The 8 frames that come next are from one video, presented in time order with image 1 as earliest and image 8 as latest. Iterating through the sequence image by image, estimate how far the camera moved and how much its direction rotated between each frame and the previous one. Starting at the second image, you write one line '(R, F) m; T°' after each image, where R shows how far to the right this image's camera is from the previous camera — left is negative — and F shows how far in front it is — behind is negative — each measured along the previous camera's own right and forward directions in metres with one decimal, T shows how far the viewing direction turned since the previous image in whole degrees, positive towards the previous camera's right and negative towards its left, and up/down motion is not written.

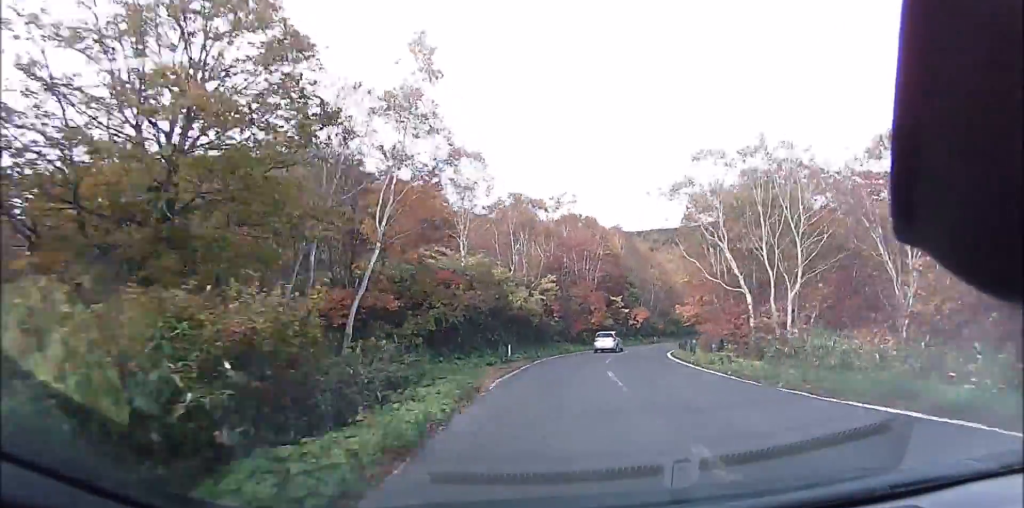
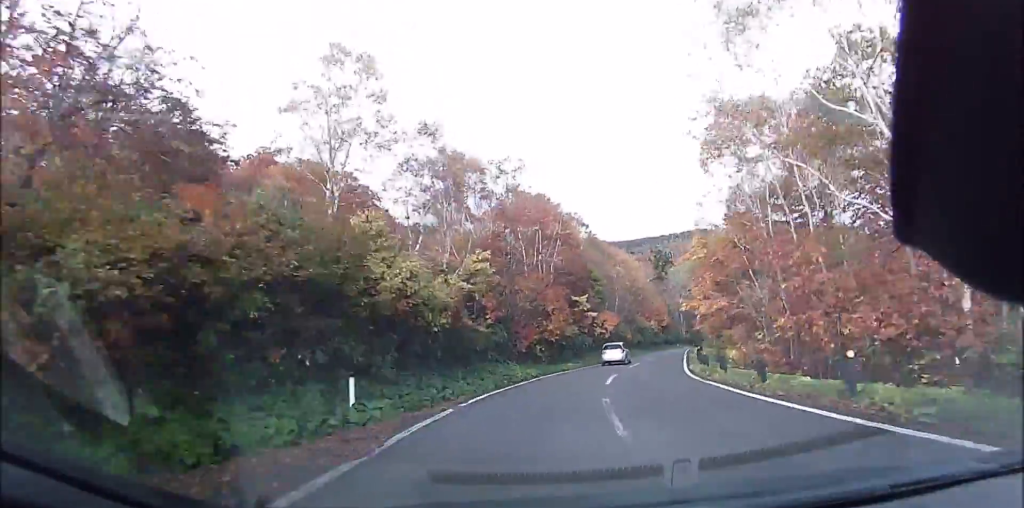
(+0.5, +14.4) m; +5°
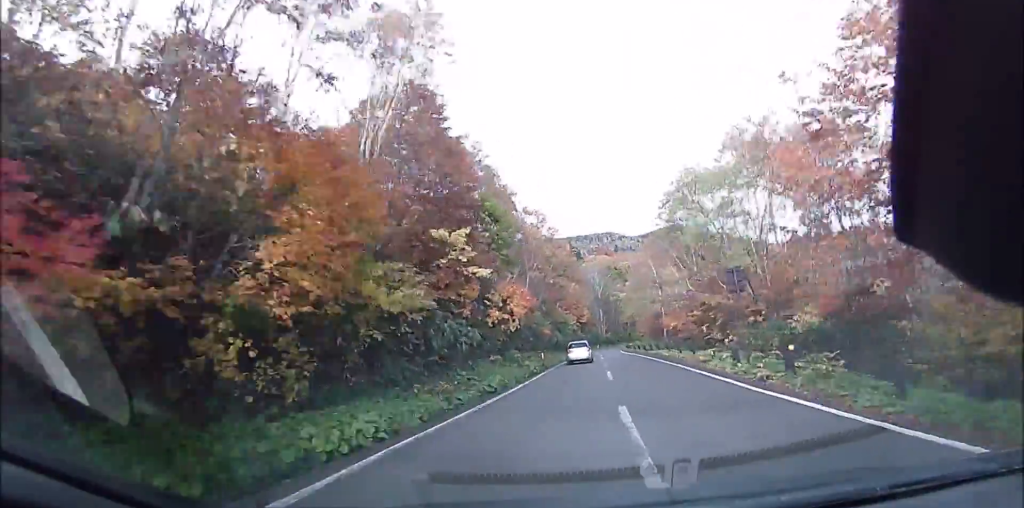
(+2.1, +22.6) m; +9°
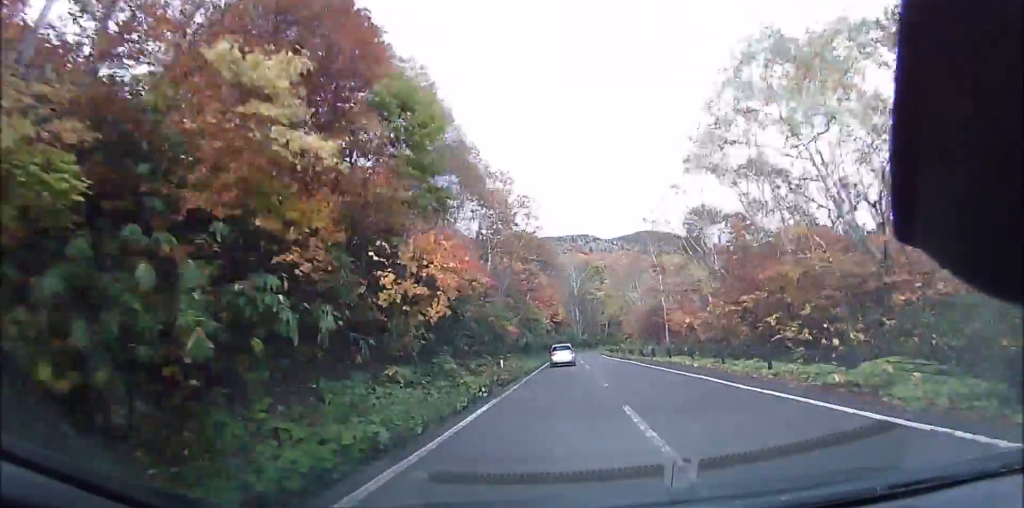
(+0.4, +10.0) m; +4°
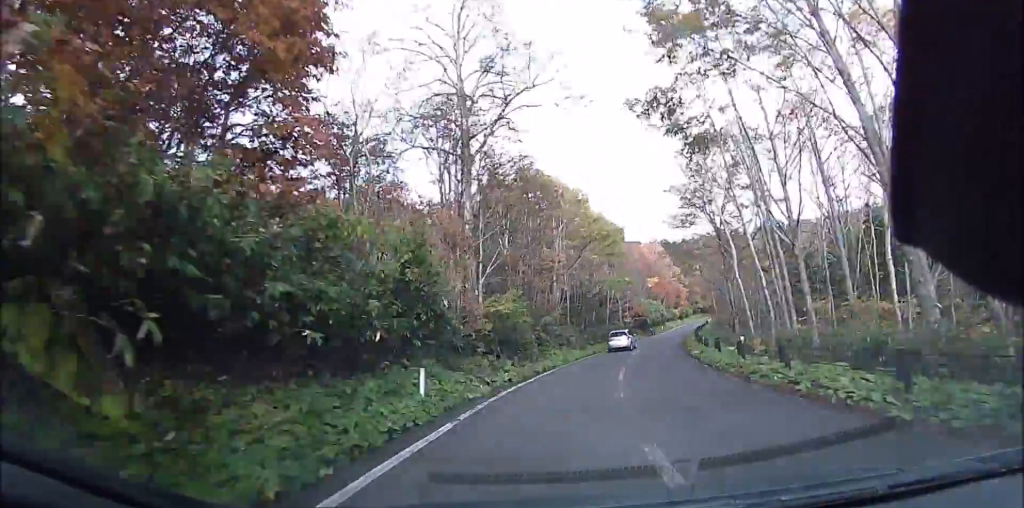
(+9.9, +73.5) m; +17°
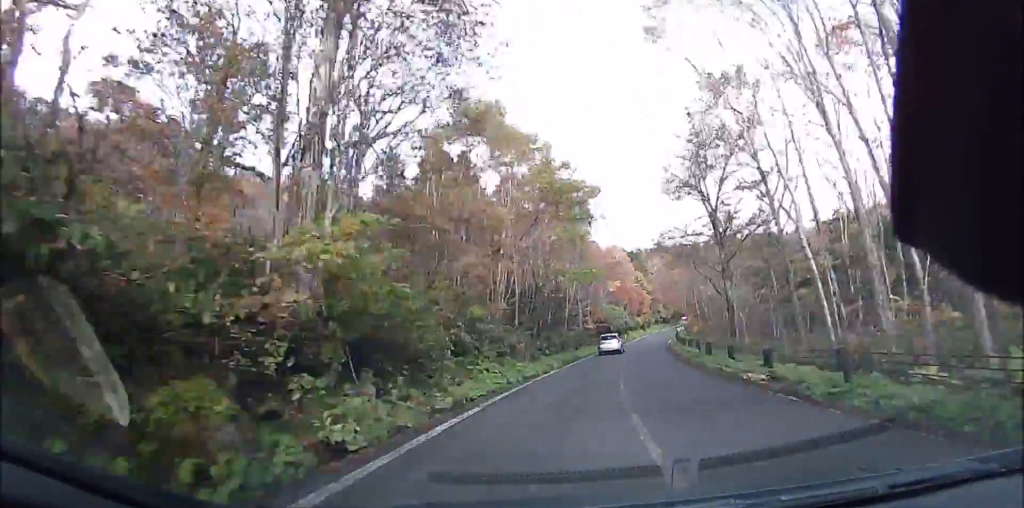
(+1.1, +10.2) m; +5°
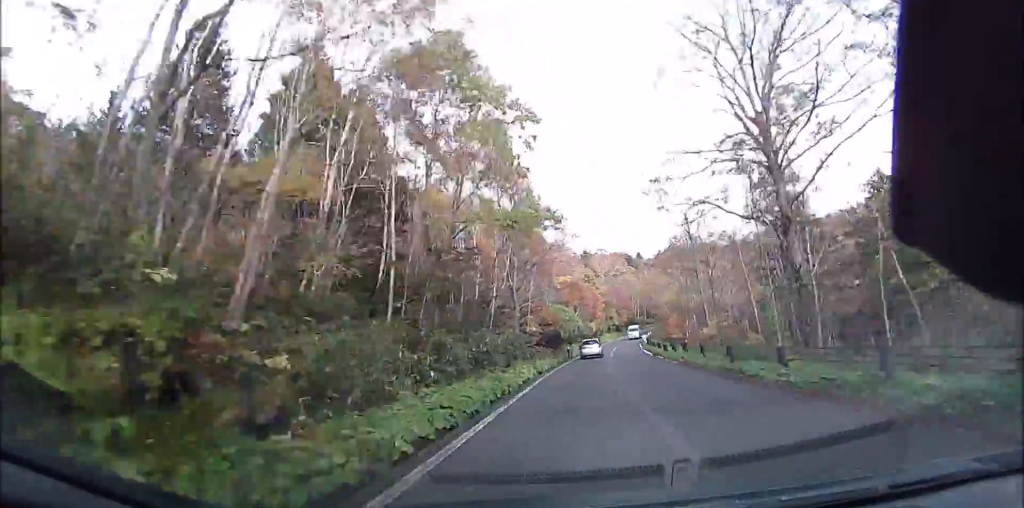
(+1.3, +17.1) m; +8°
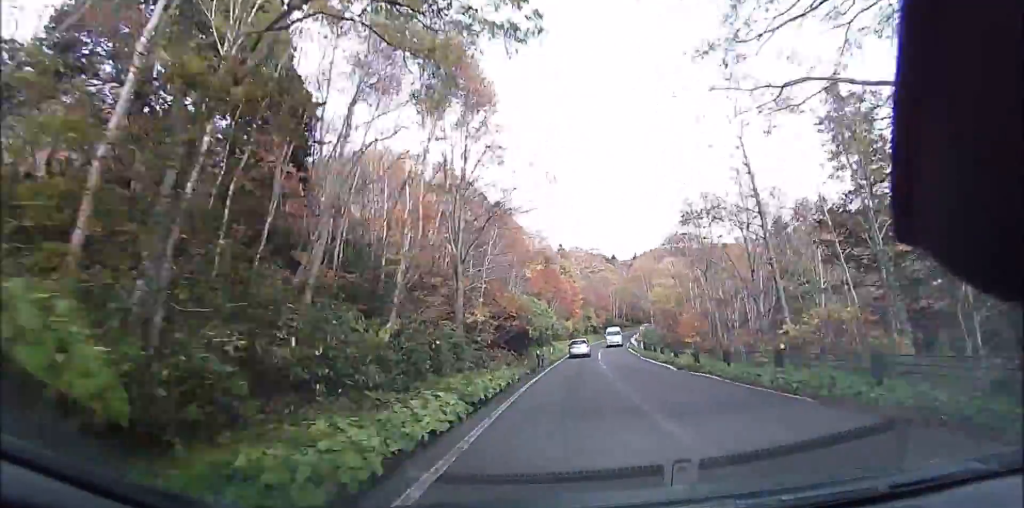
(+0.3, +12.4) m; +5°
